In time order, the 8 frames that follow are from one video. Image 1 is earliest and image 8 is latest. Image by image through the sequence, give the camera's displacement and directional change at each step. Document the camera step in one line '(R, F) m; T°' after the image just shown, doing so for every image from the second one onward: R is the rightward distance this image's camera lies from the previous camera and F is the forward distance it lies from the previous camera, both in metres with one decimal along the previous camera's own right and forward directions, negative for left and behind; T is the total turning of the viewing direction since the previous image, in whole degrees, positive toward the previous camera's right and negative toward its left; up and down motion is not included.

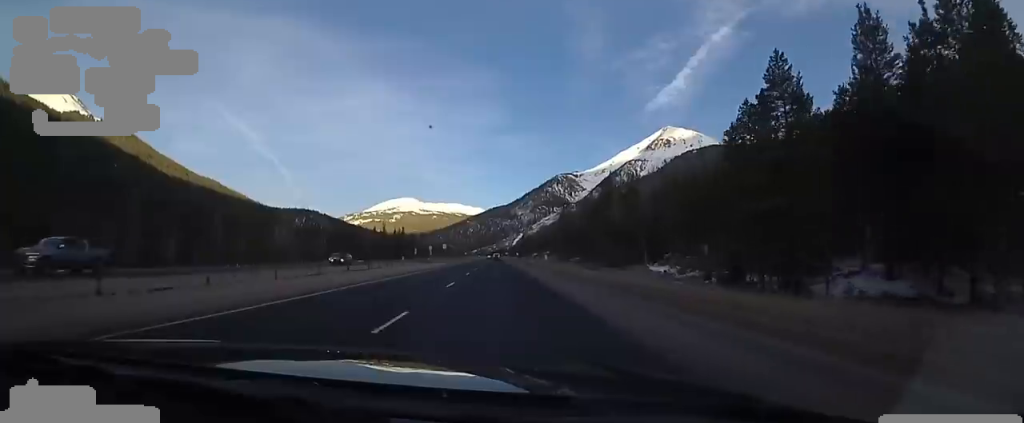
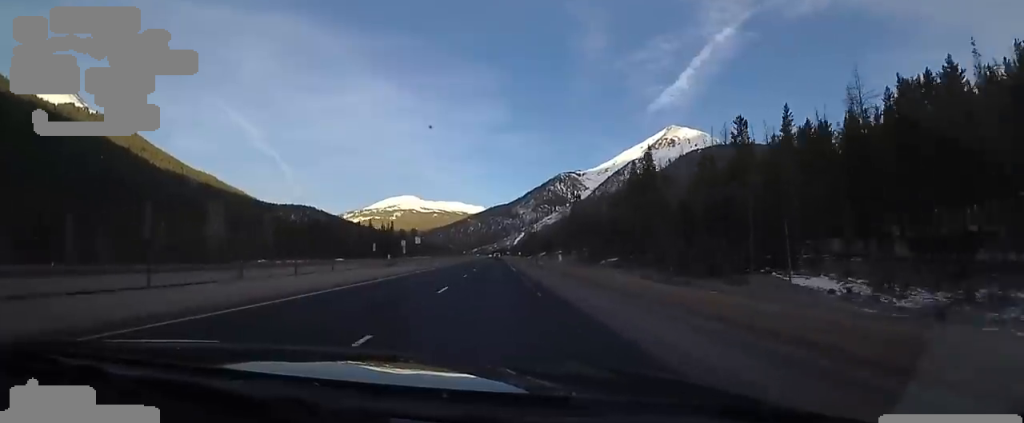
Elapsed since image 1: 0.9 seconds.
(0.0, +27.9) m; -2°
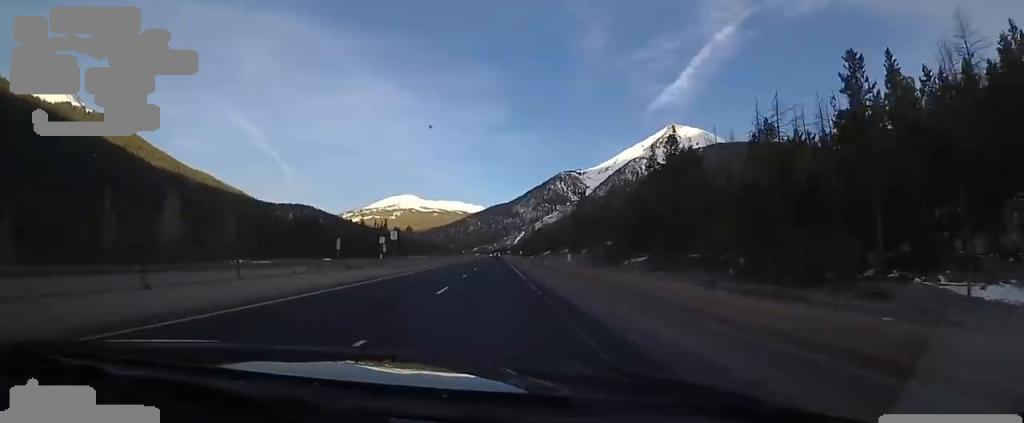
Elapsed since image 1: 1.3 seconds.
(-0.6, +12.3) m; 0°
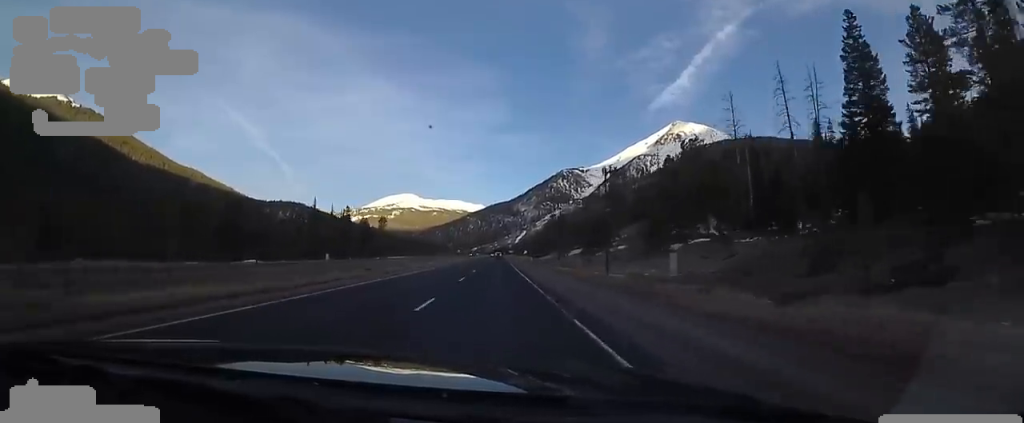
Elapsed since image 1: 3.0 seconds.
(+0.5, +52.5) m; 0°
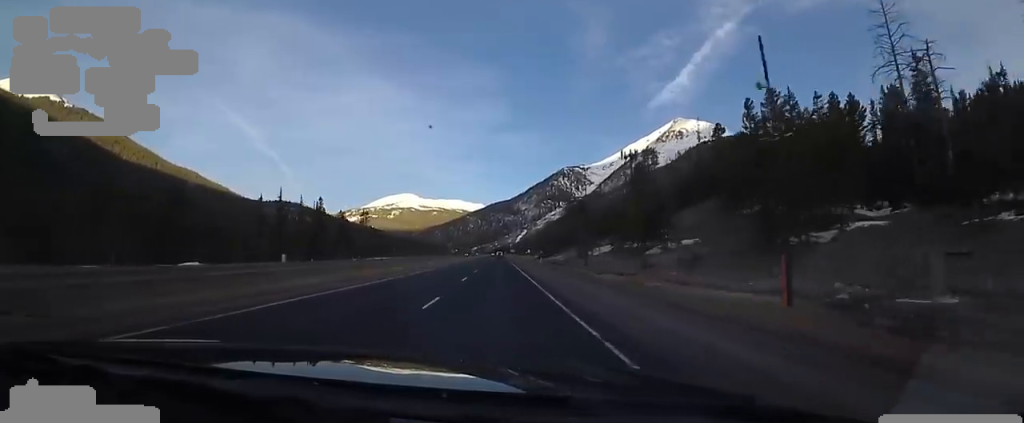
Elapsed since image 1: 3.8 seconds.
(-1.2, +23.7) m; 0°
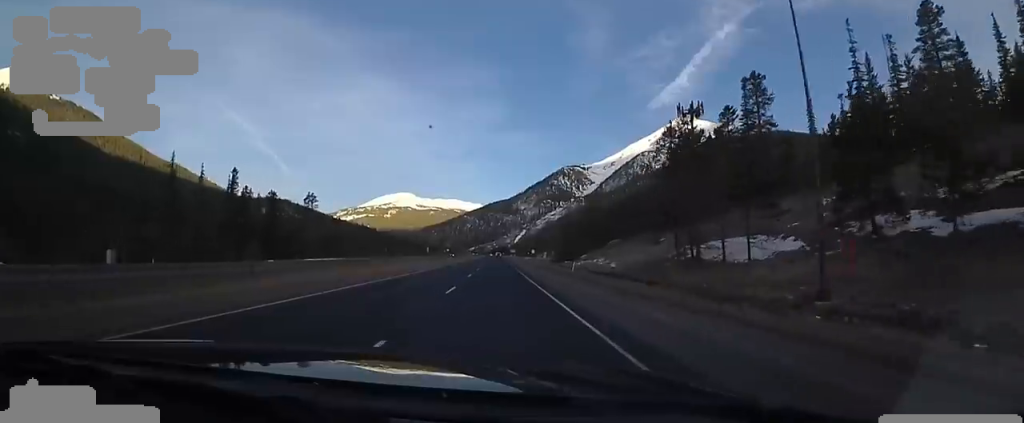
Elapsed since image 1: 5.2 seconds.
(+1.0, +43.7) m; 0°
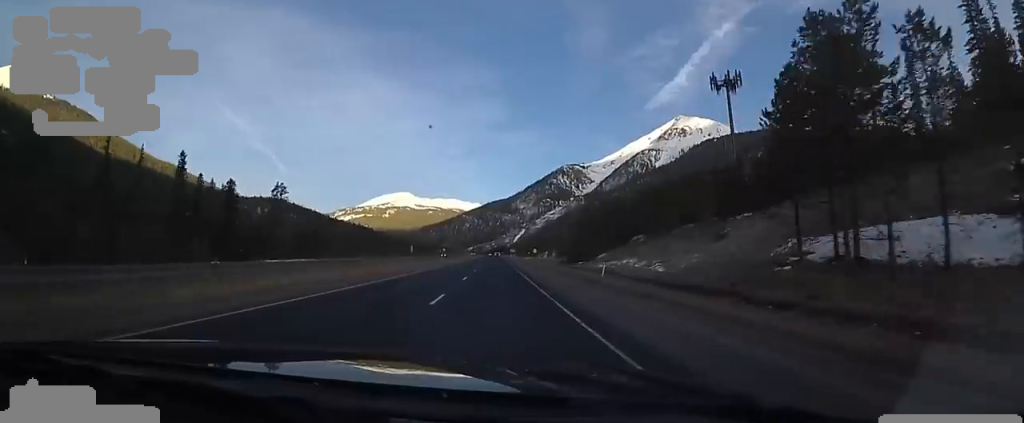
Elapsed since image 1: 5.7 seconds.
(-0.8, +15.7) m; 0°
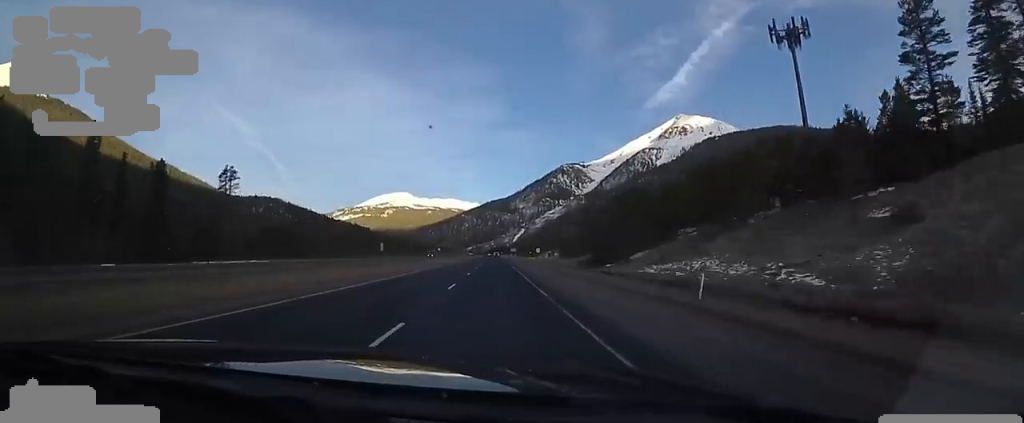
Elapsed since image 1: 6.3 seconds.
(+0.4, +18.9) m; +1°
